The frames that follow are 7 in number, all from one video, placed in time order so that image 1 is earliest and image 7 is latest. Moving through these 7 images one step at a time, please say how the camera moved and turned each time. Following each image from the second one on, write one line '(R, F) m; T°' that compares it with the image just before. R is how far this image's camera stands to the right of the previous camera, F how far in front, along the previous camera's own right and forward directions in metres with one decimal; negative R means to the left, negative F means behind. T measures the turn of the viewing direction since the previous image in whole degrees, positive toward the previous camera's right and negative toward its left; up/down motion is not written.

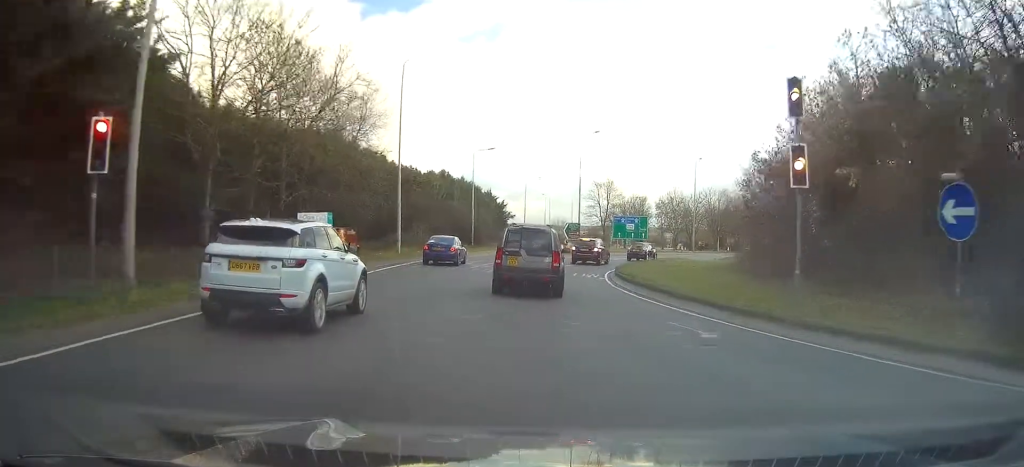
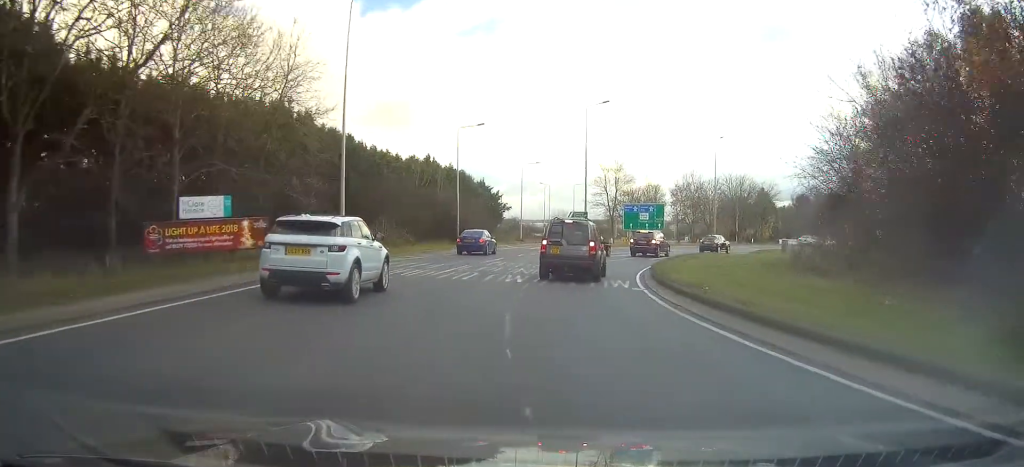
(+0.1, +10.6) m; +2°
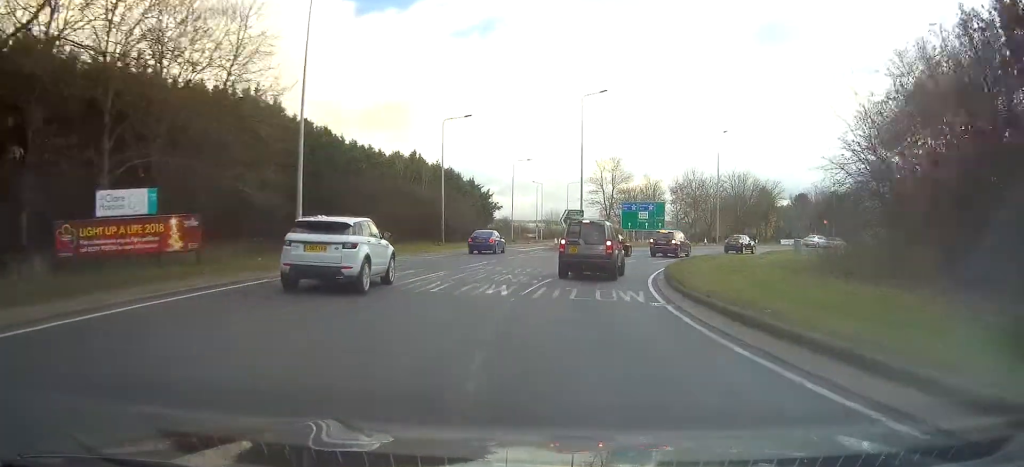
(0.0, +4.4) m; +1°
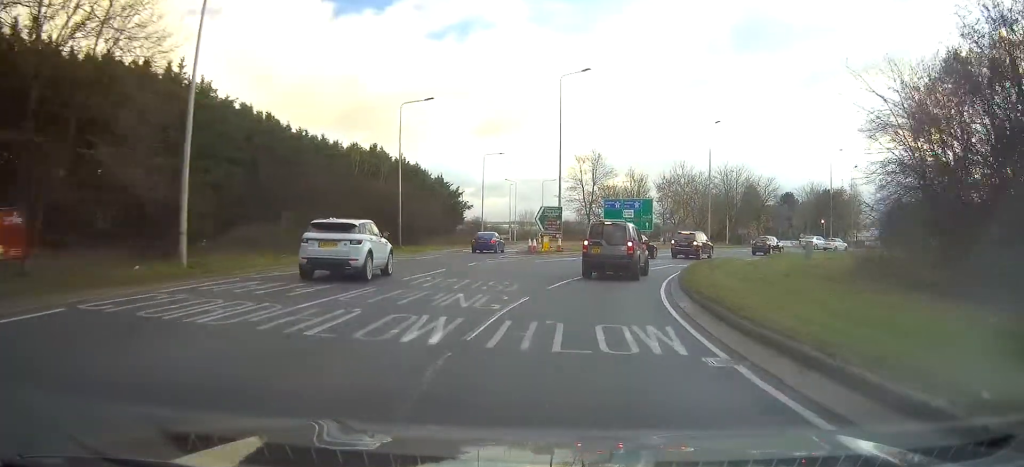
(+0.1, +7.1) m; +3°
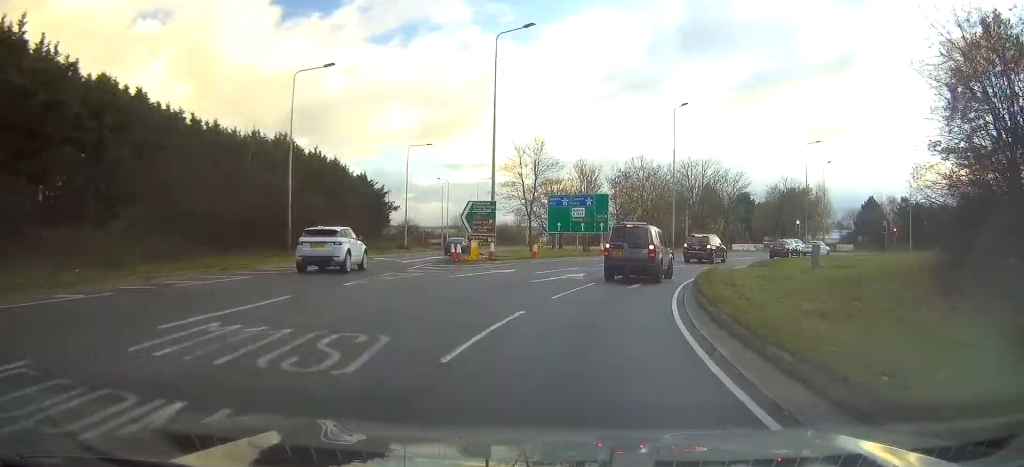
(+0.5, +10.5) m; +8°
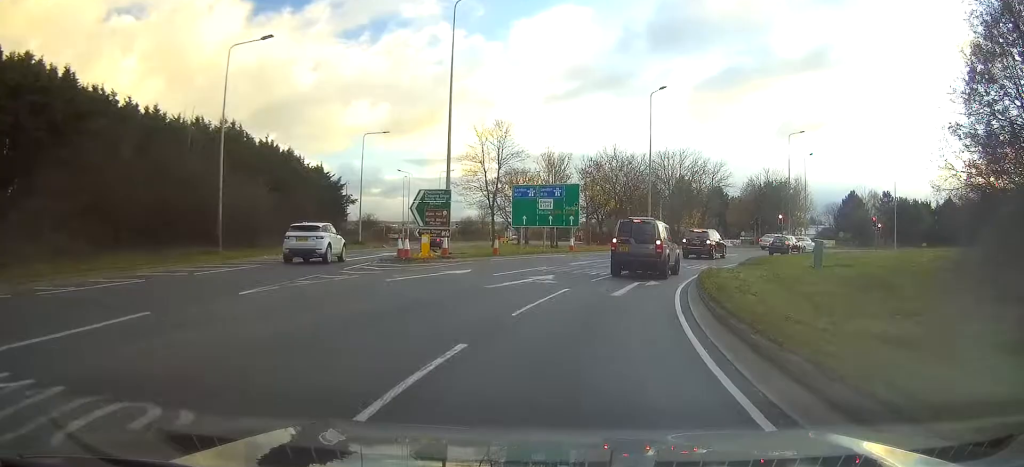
(+0.3, +4.6) m; +4°
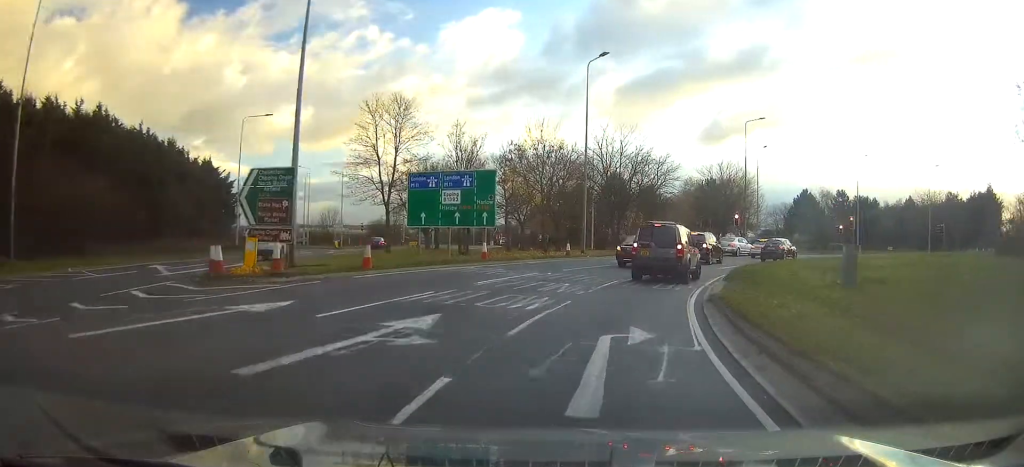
(+0.9, +11.4) m; +9°
